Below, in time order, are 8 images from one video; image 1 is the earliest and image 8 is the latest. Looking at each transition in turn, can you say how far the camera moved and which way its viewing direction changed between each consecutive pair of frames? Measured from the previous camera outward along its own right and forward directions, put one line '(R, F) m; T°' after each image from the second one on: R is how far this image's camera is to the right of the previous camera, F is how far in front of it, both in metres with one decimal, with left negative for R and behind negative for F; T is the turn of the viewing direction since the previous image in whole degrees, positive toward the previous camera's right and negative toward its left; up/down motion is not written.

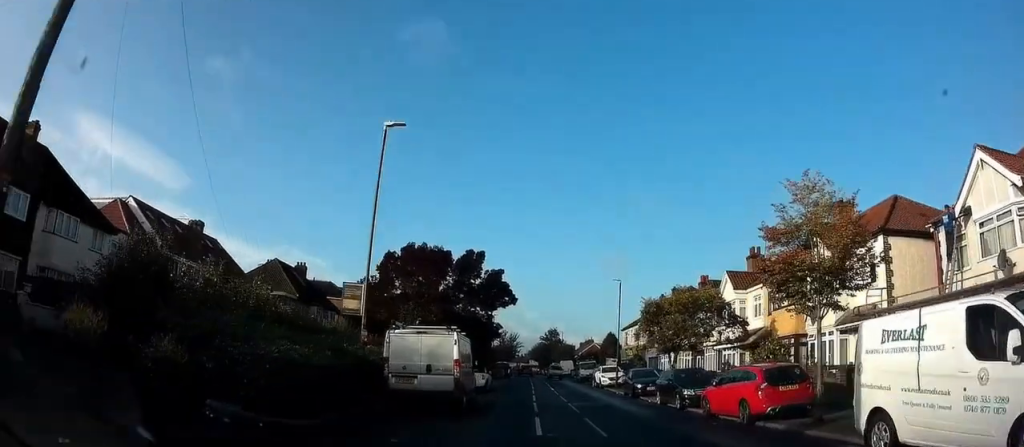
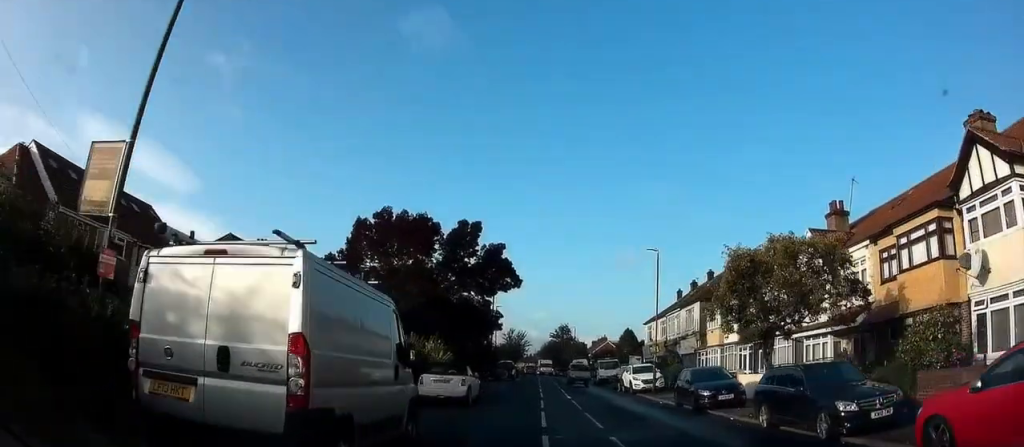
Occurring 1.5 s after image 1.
(-0.3, +10.1) m; -2°
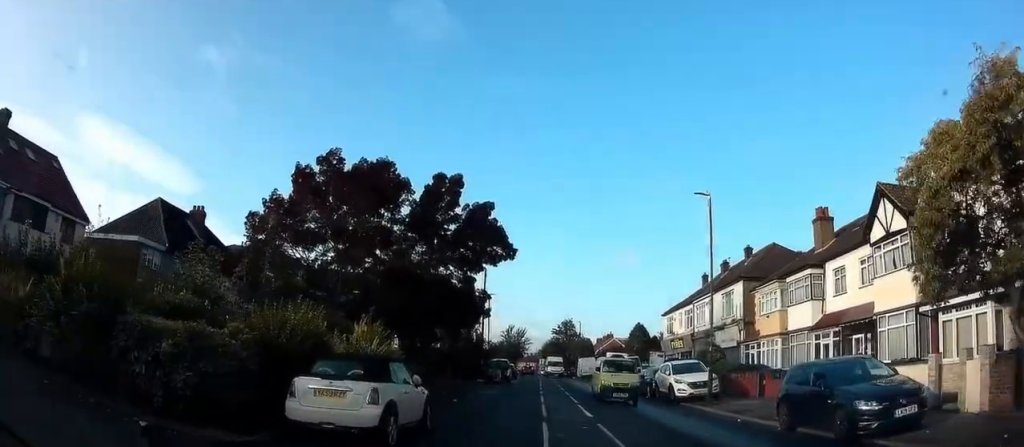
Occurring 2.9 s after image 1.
(+0.1, +9.8) m; +1°
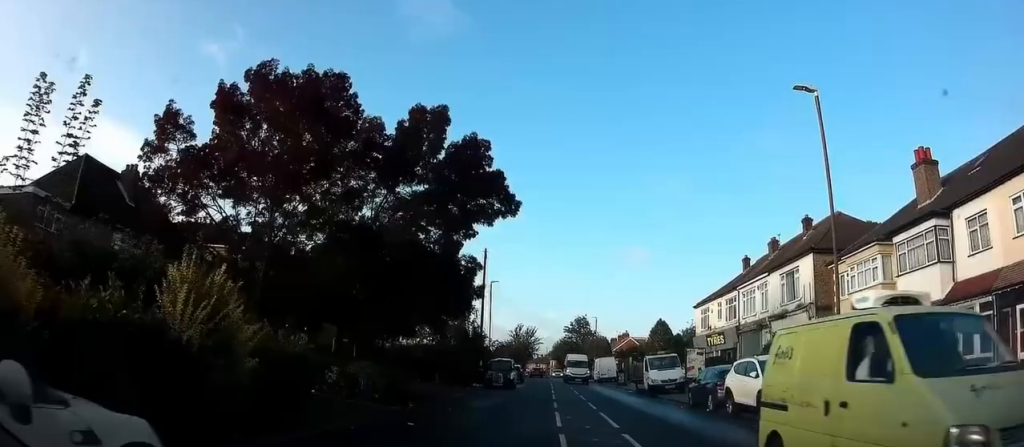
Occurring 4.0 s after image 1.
(0.0, +8.5) m; 0°
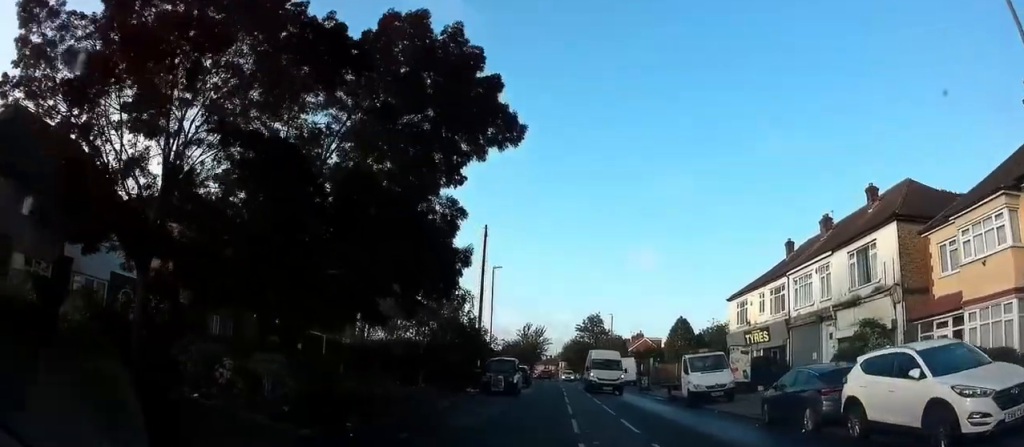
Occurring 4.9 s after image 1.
(0.0, +6.6) m; -1°
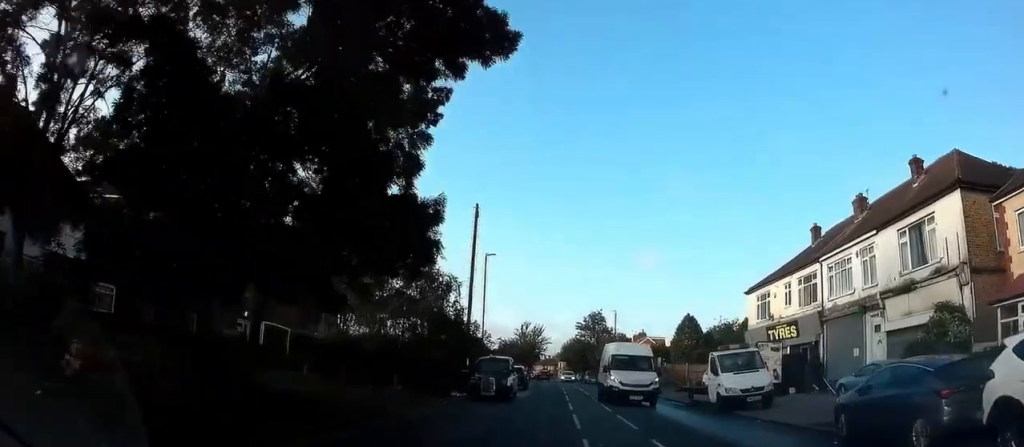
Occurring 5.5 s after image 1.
(+0.1, +4.2) m; -1°
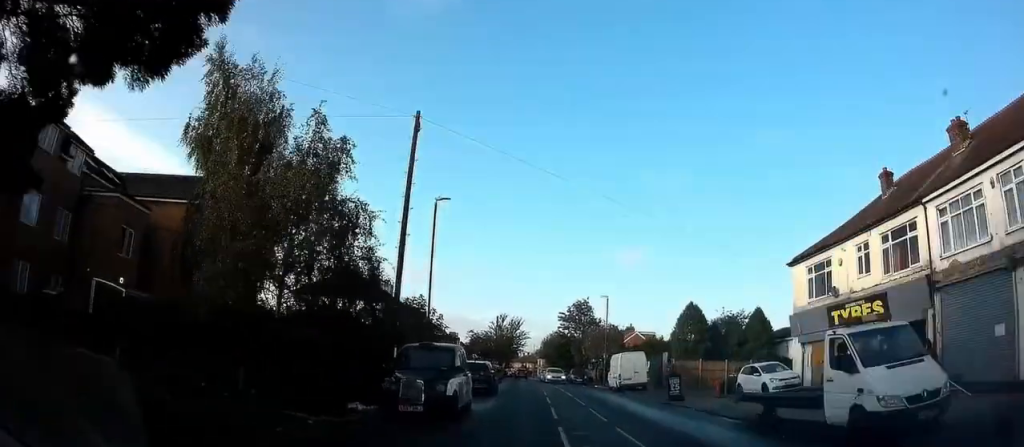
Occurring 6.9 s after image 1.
(-0.1, +10.2) m; +2°
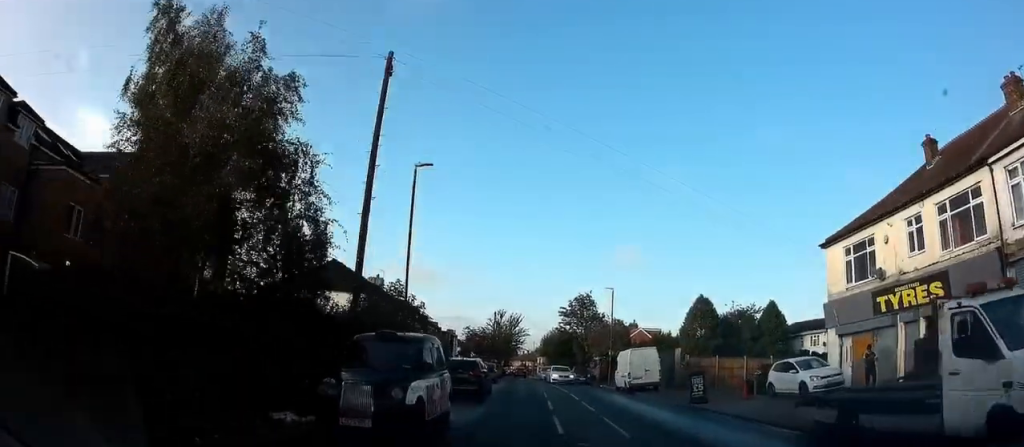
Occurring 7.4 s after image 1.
(+0.1, +3.7) m; +1°
